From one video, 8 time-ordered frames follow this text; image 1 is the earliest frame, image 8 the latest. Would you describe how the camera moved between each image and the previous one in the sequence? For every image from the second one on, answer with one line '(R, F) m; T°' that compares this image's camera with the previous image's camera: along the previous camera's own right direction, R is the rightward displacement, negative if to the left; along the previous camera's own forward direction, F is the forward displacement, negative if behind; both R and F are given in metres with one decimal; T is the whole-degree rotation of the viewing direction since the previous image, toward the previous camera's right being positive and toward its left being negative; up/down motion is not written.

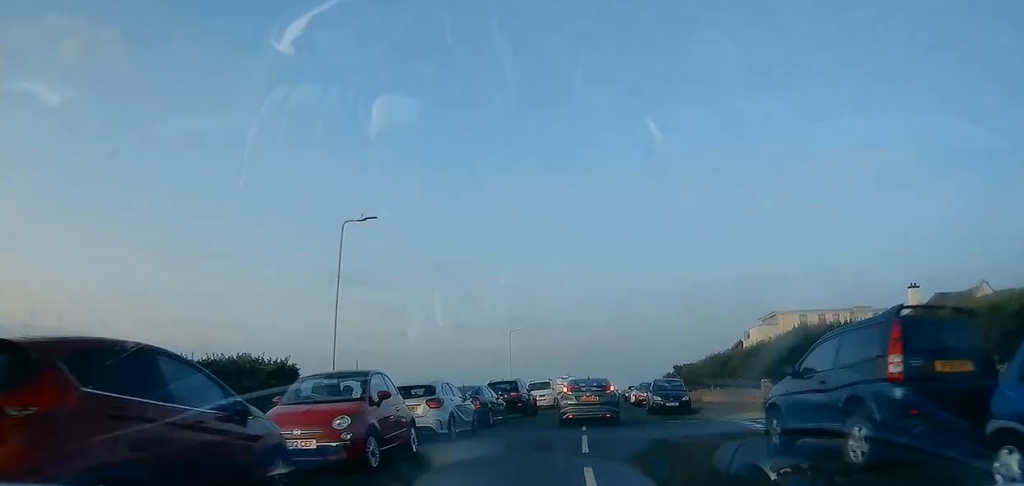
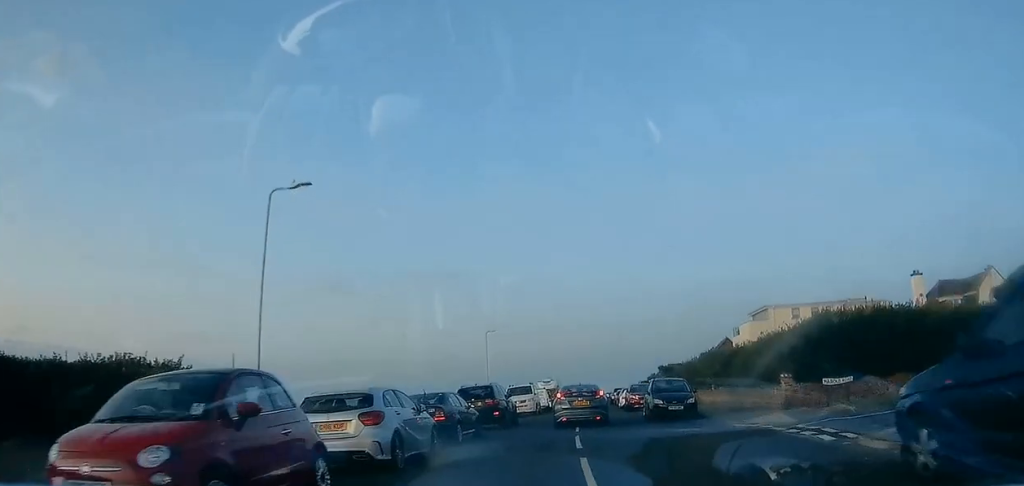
(0.0, +3.5) m; +2°
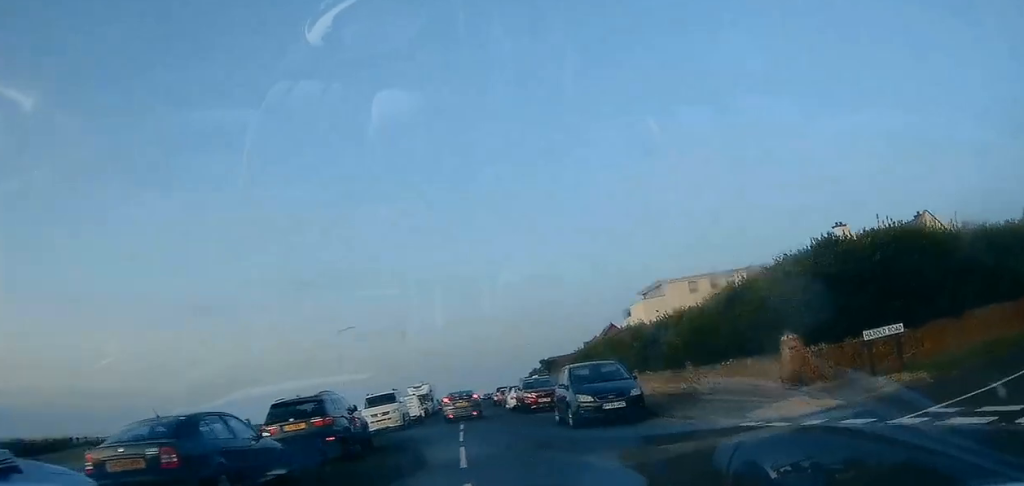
(+1.1, +7.4) m; +24°
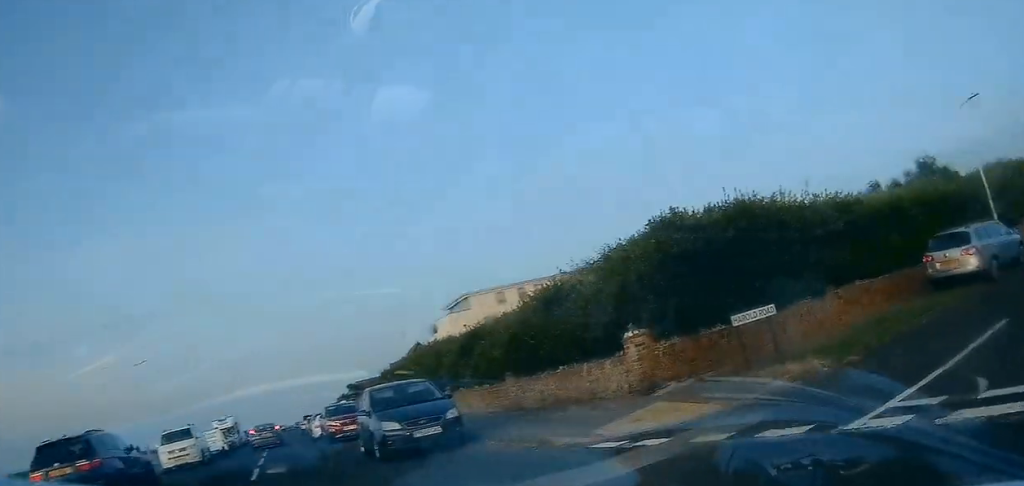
(+0.4, +2.4) m; +12°
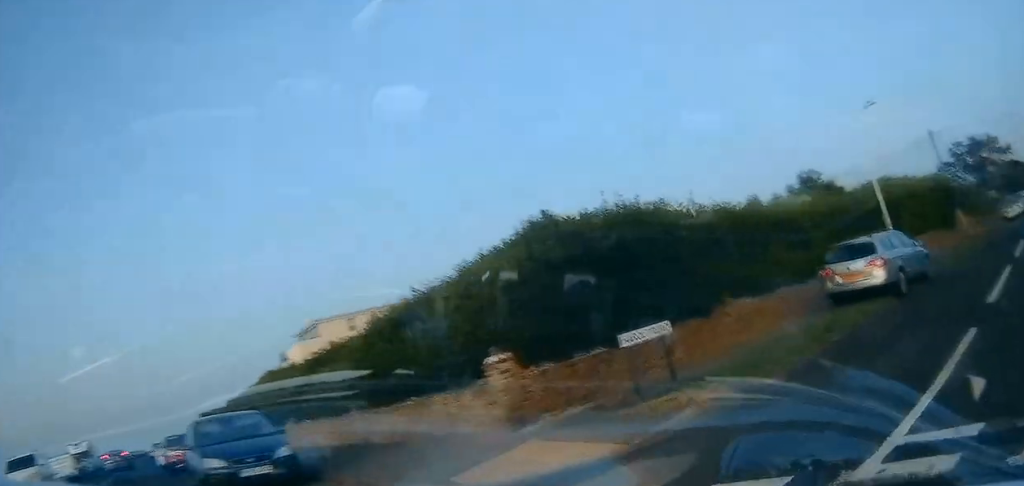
(0.0, +1.7) m; +12°
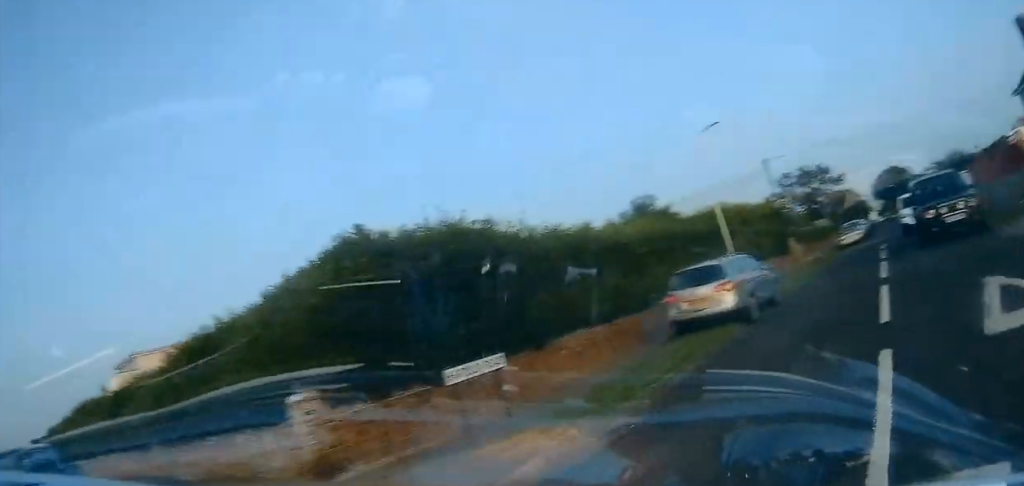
(-0.1, +1.2) m; +10°
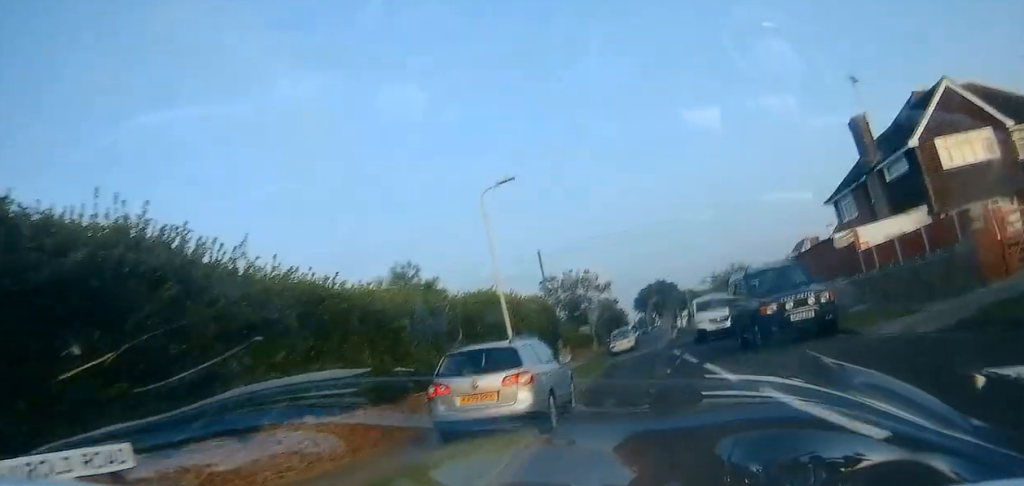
(+1.4, +3.3) m; +27°
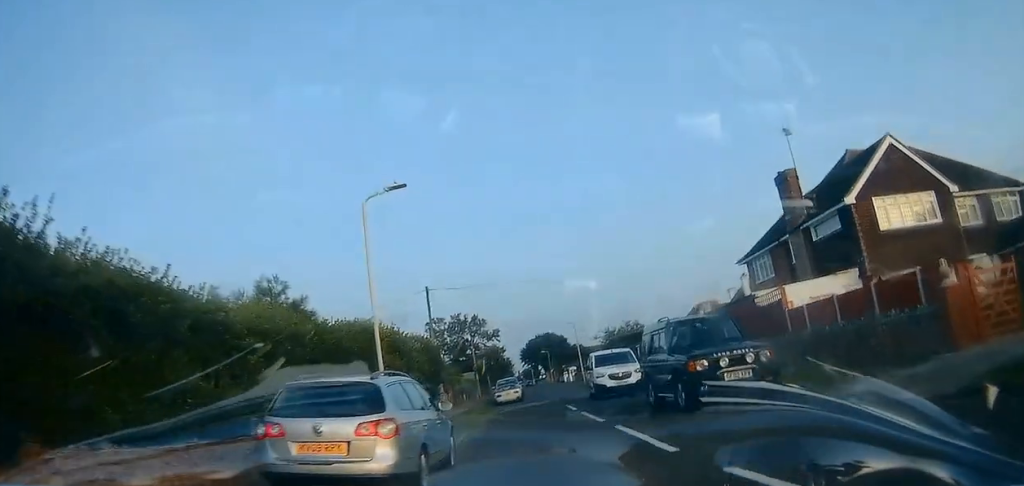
(+0.1, +2.6) m; +4°
